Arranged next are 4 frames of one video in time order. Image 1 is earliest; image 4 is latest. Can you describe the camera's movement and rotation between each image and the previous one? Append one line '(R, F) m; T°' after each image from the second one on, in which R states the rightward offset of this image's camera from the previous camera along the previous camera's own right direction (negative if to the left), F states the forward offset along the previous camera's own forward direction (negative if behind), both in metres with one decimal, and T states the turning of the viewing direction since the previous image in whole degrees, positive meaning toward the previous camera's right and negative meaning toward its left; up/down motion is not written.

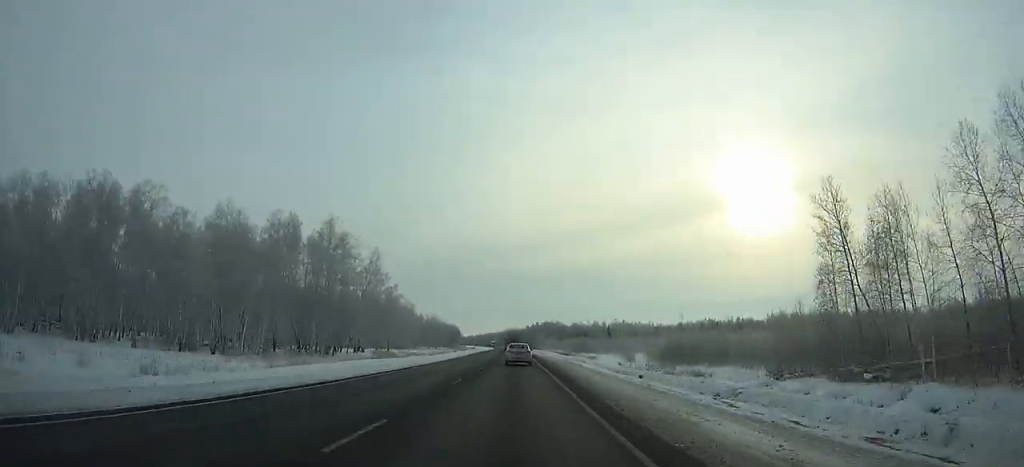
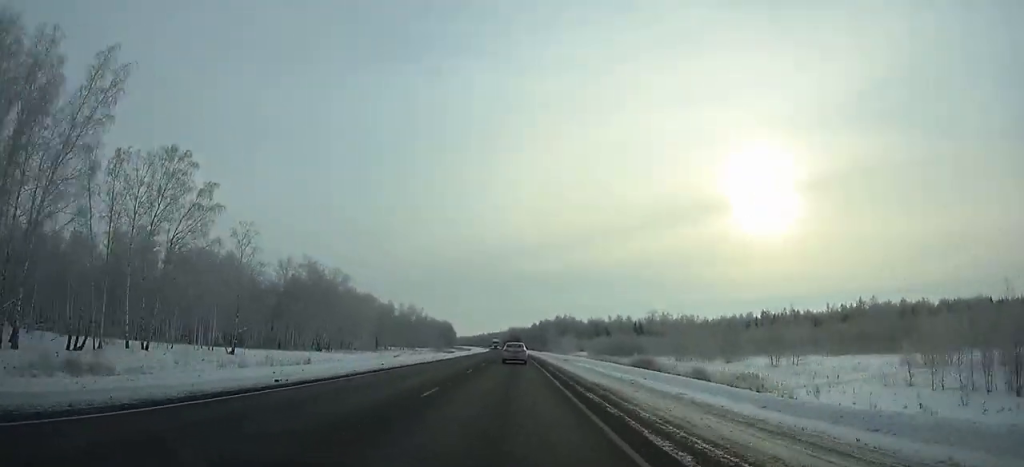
(-0.6, +77.1) m; -1°
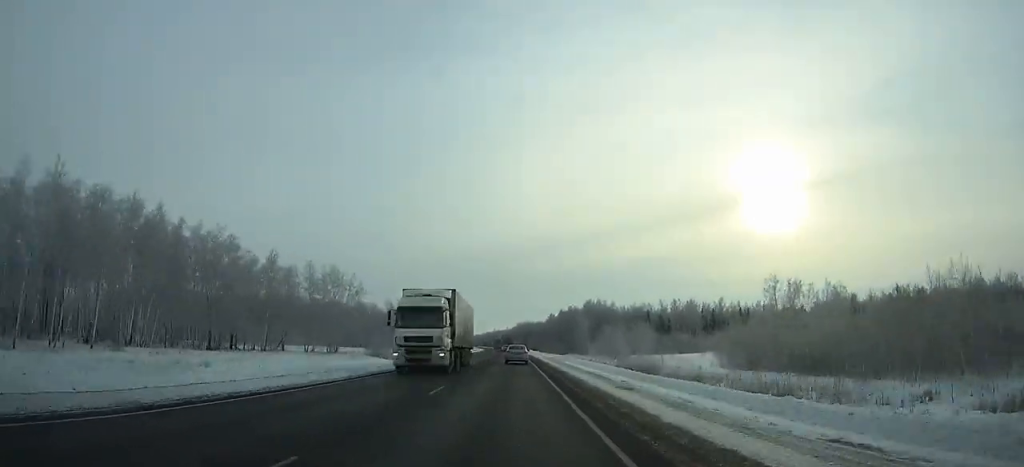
(-1.4, +106.8) m; -2°
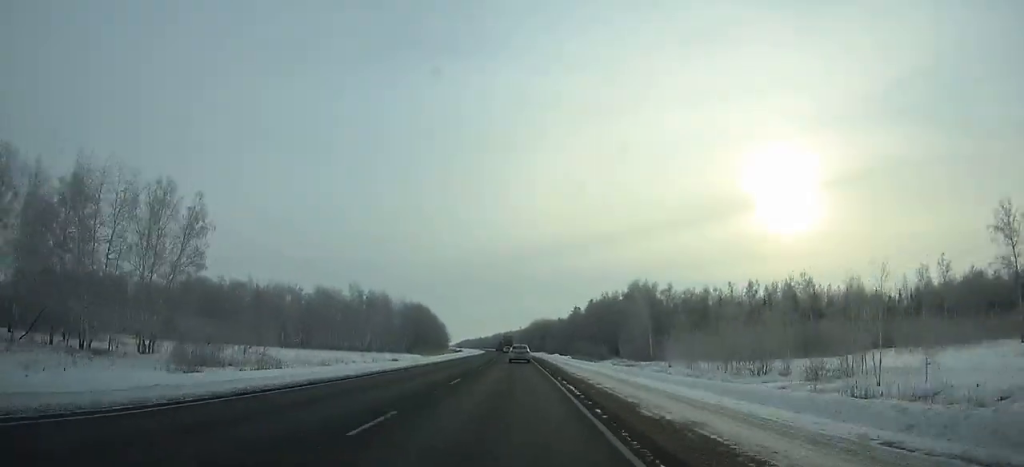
(-1.0, +67.5) m; -1°
